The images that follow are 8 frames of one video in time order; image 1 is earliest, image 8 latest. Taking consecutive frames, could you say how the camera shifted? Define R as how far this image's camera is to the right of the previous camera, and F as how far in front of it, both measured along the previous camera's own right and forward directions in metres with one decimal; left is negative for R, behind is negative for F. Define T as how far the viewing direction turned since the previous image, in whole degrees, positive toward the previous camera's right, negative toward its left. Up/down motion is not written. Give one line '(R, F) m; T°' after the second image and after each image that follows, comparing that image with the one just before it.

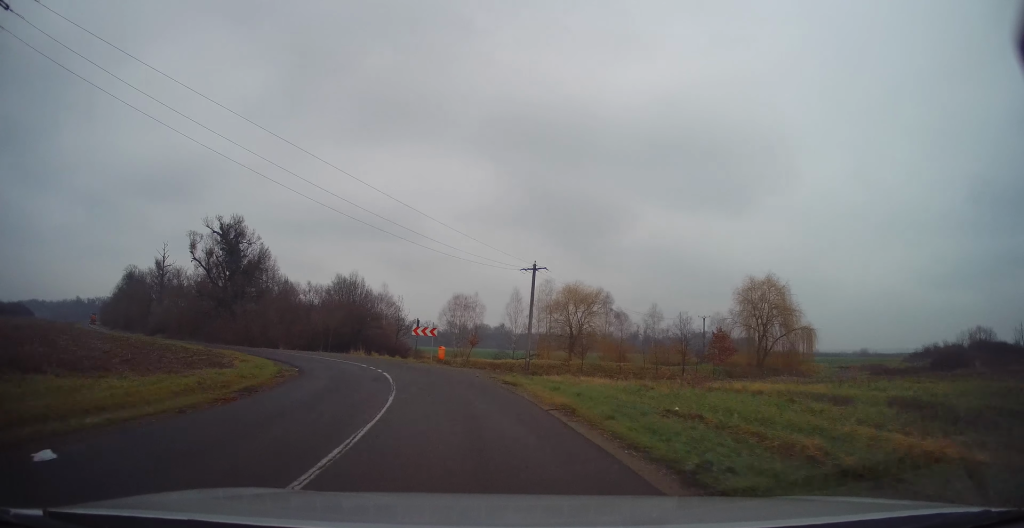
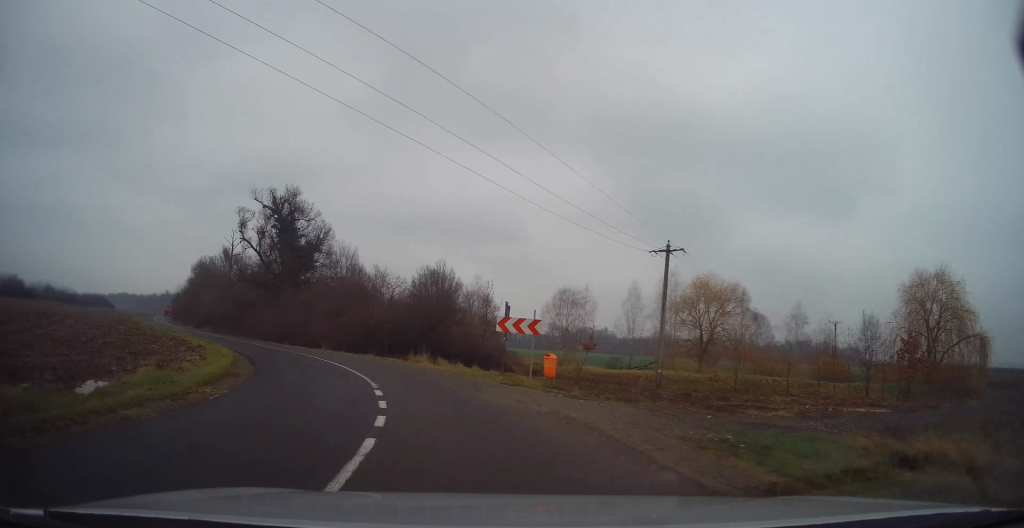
(-0.7, +14.5) m; -12°
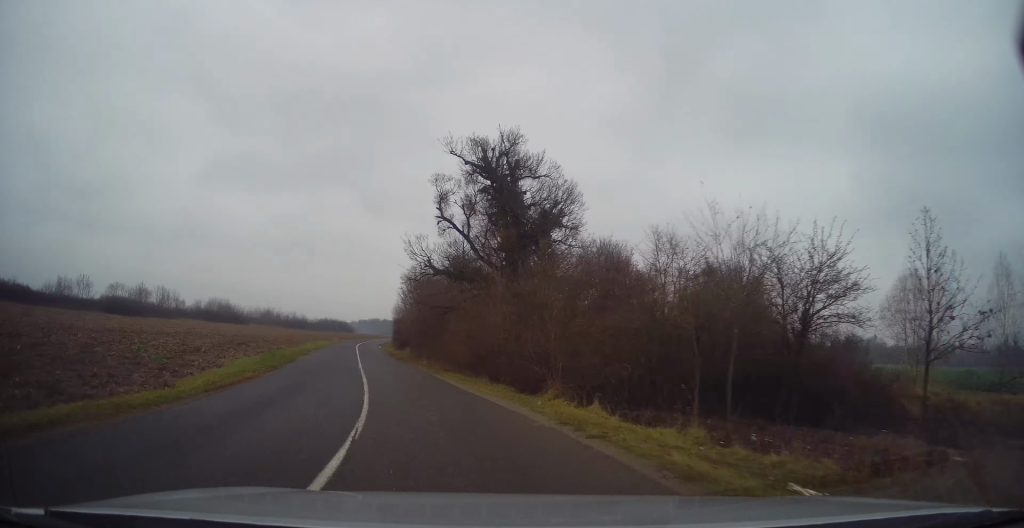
(-5.6, +22.2) m; -27°
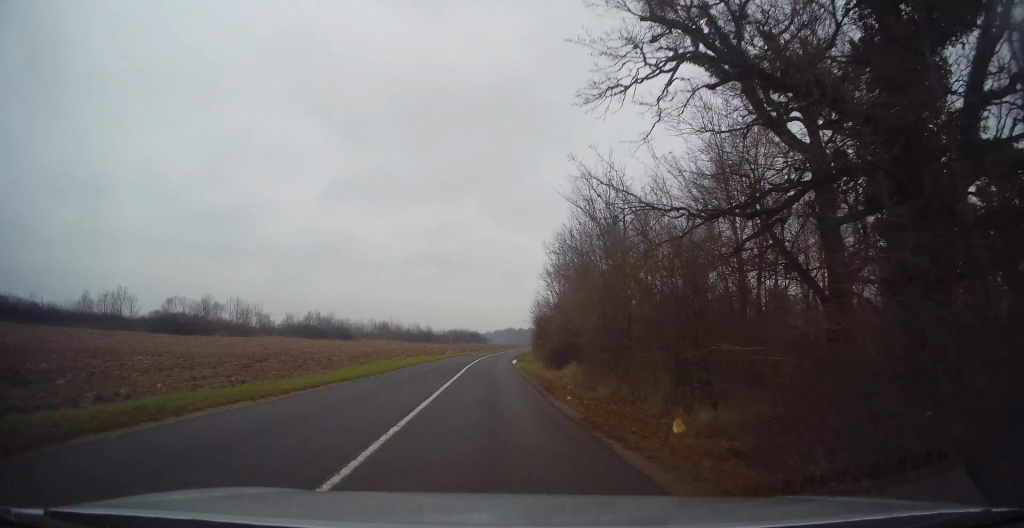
(-5.0, +28.0) m; -14°
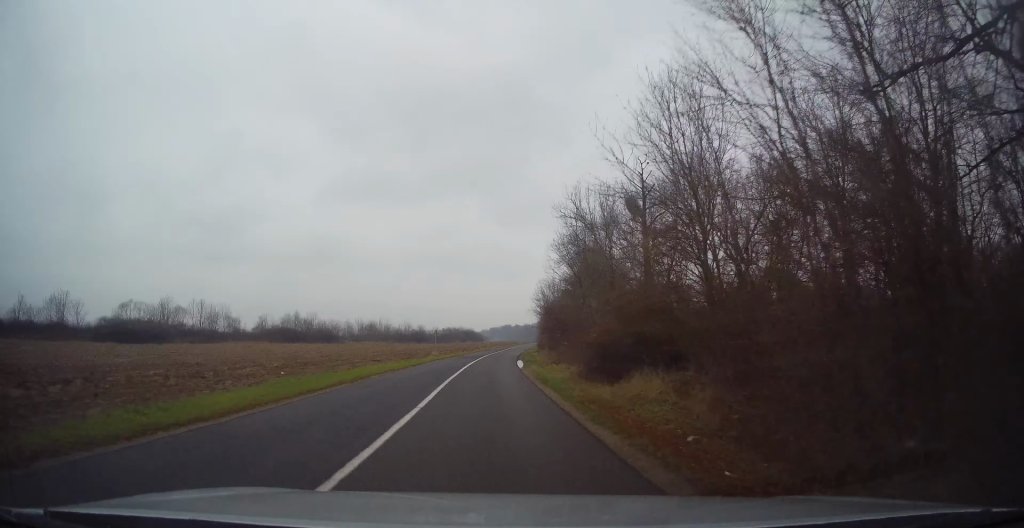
(+0.1, +13.0) m; 0°
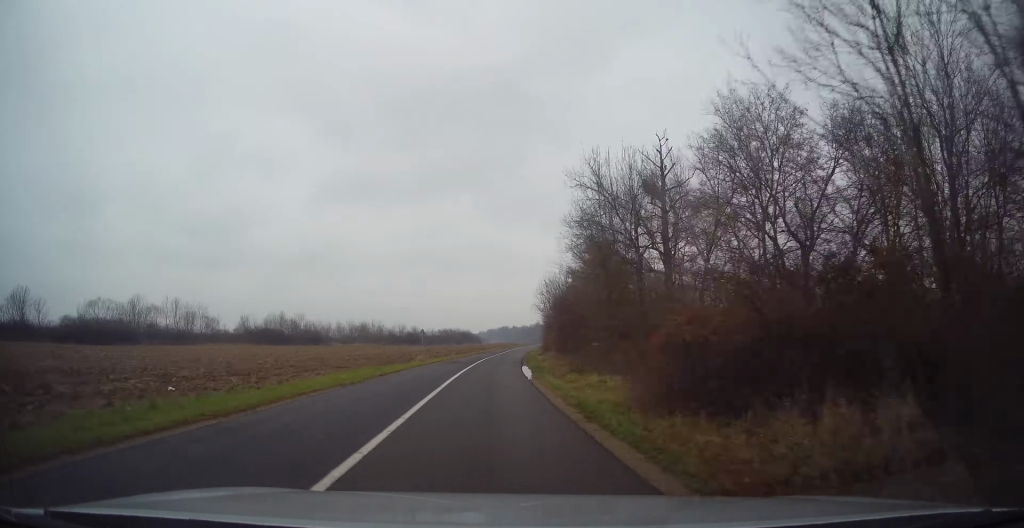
(0.0, +8.0) m; 0°
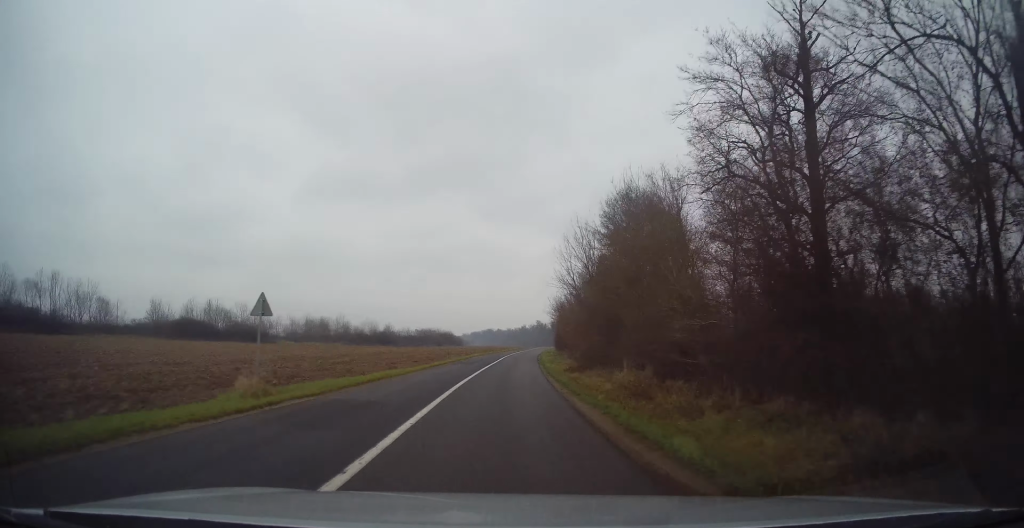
(+0.5, +27.1) m; +2°
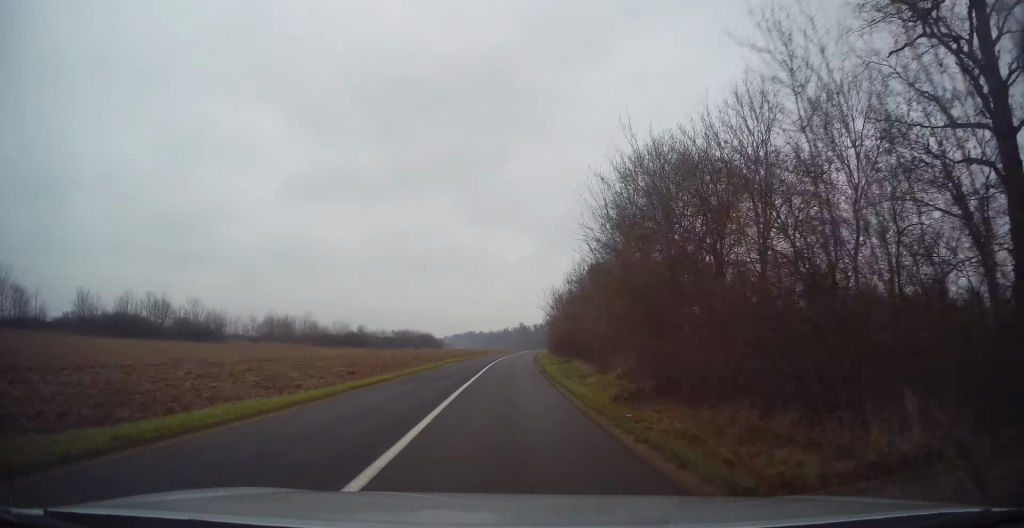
(+0.2, +13.4) m; +1°
